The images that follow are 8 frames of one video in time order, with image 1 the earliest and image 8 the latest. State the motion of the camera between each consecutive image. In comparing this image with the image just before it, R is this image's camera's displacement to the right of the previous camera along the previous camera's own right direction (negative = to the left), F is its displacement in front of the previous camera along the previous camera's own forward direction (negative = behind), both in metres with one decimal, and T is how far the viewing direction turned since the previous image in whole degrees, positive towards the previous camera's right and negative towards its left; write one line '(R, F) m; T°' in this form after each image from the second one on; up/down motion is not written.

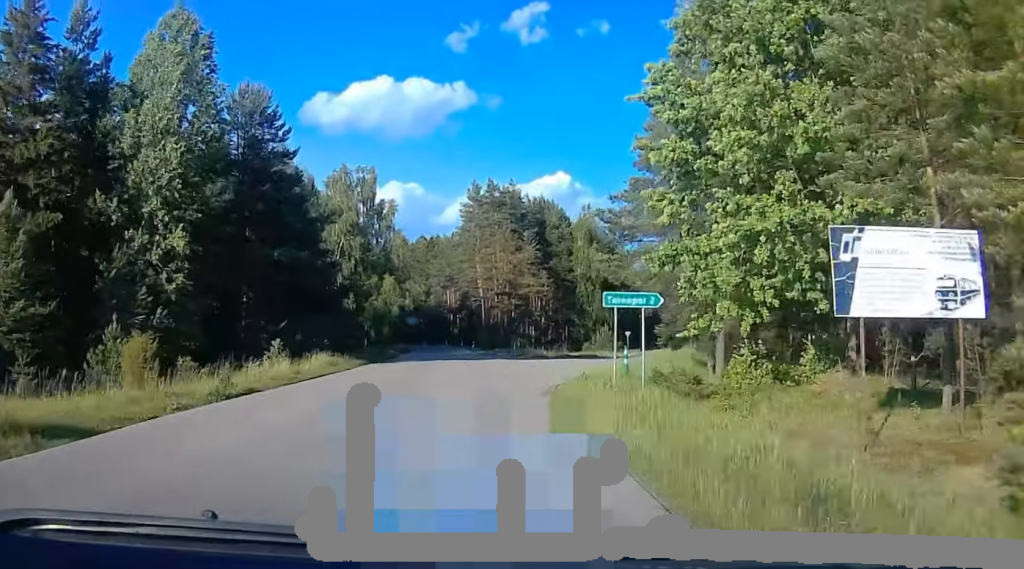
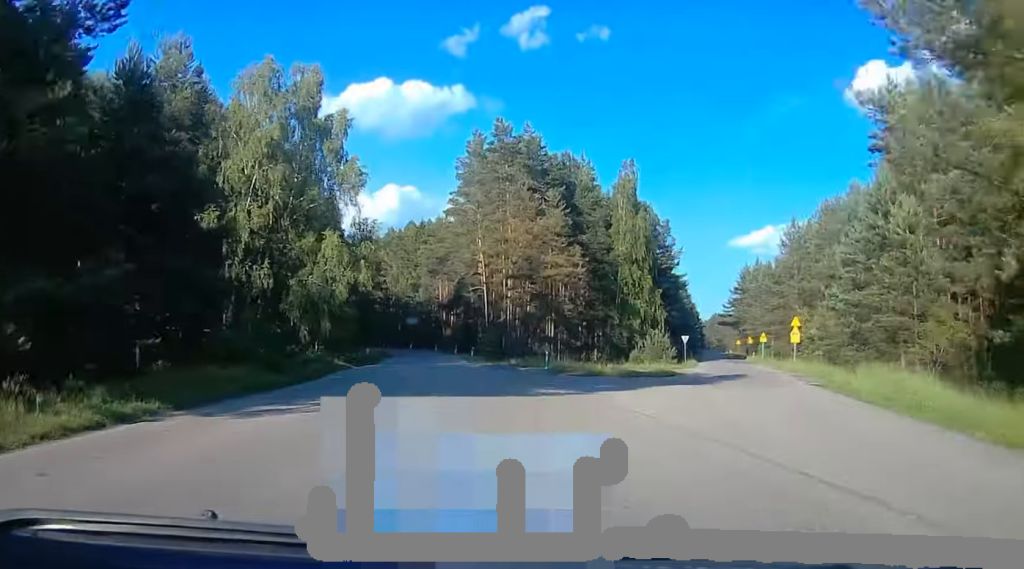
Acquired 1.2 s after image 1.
(0.0, +29.0) m; 0°
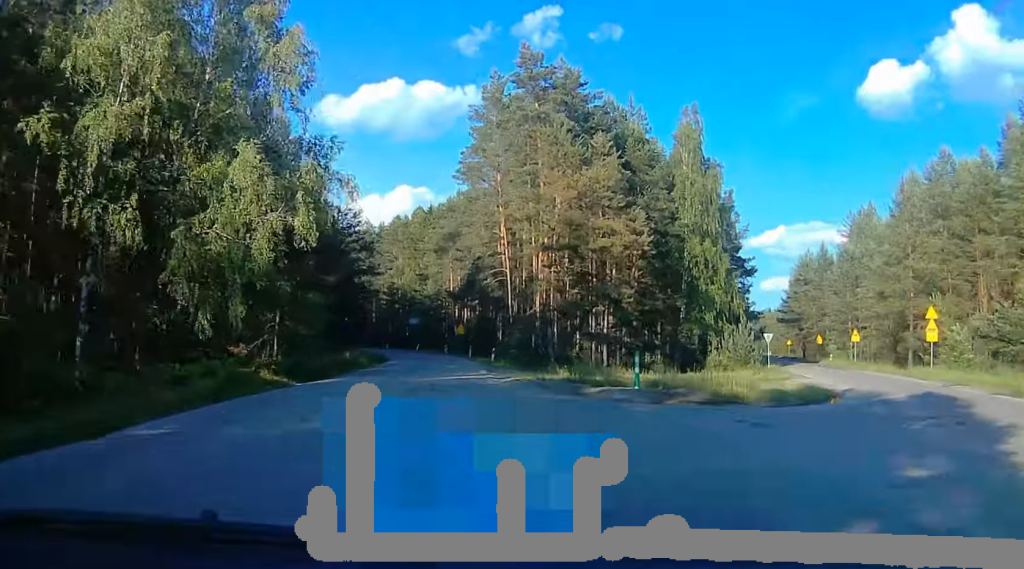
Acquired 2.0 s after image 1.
(0.0, +19.1) m; 0°
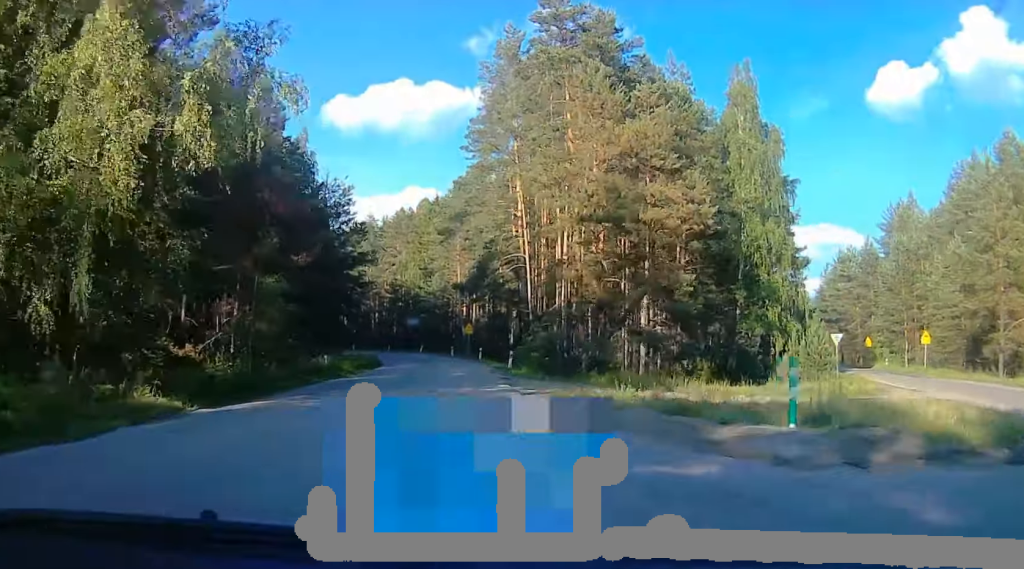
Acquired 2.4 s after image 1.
(0.0, +10.2) m; 0°
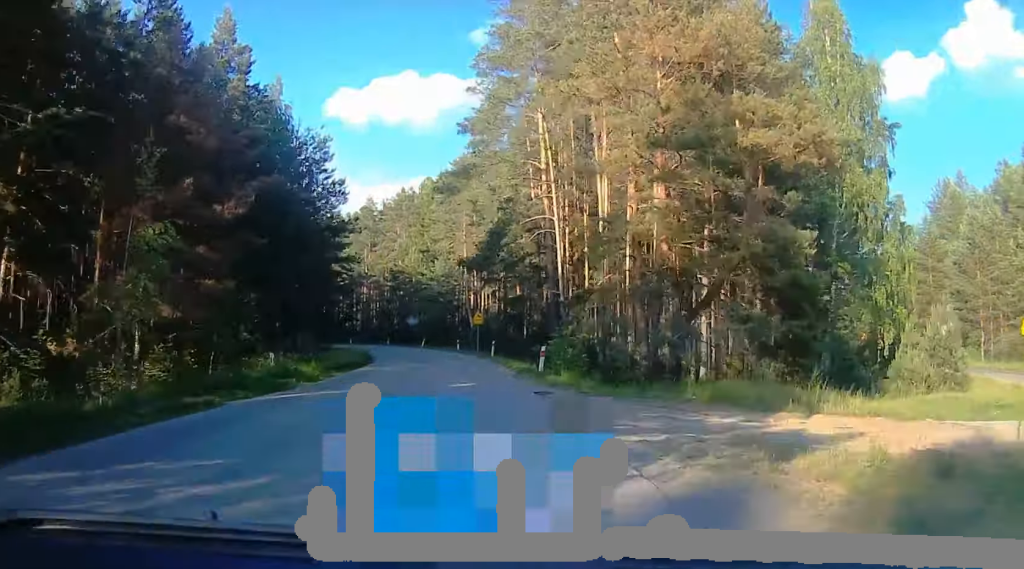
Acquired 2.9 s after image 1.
(+0.1, +11.8) m; 0°
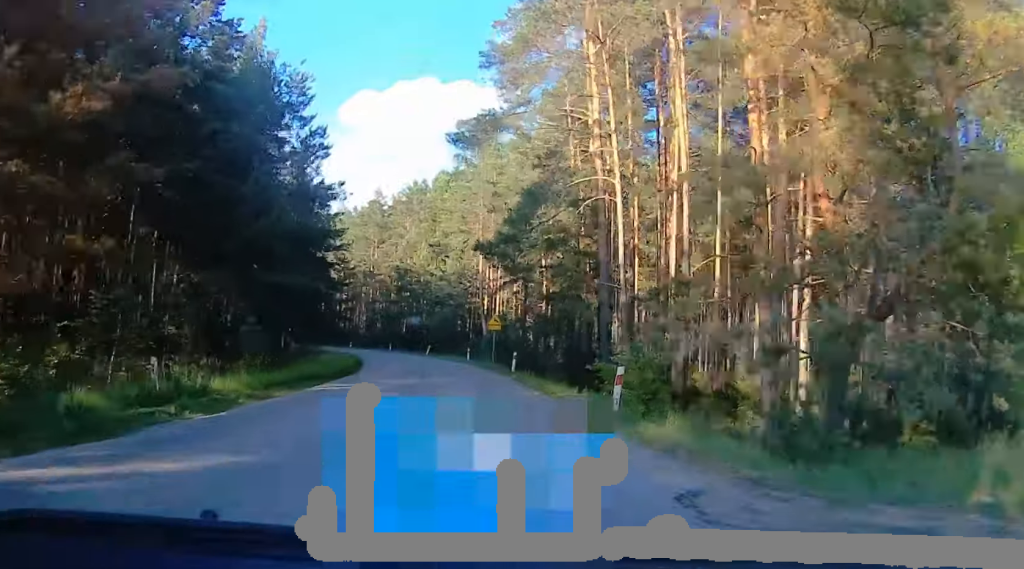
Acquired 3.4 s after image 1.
(-0.1, +10.9) m; 0°
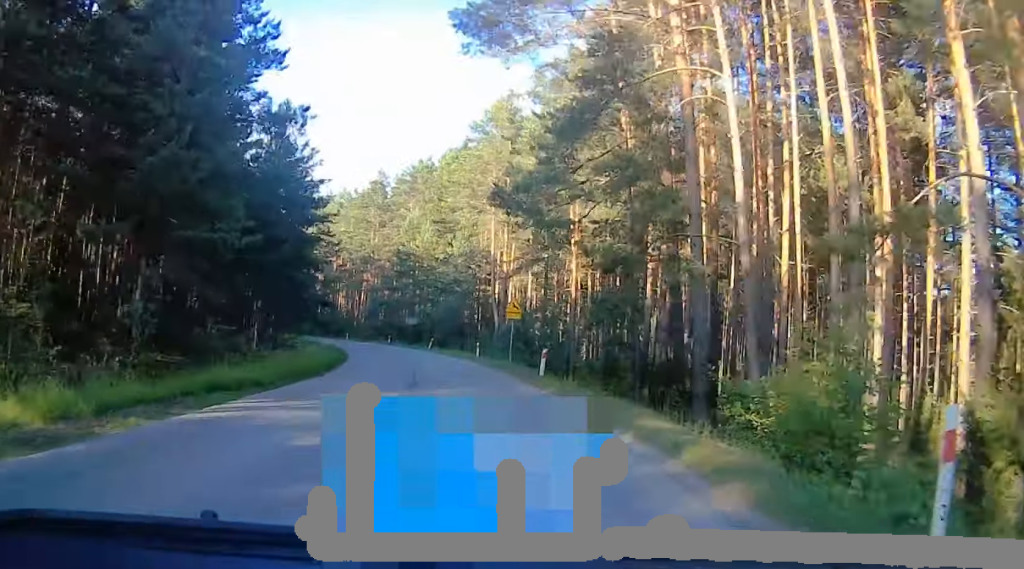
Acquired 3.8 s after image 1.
(-0.1, +10.1) m; 0°
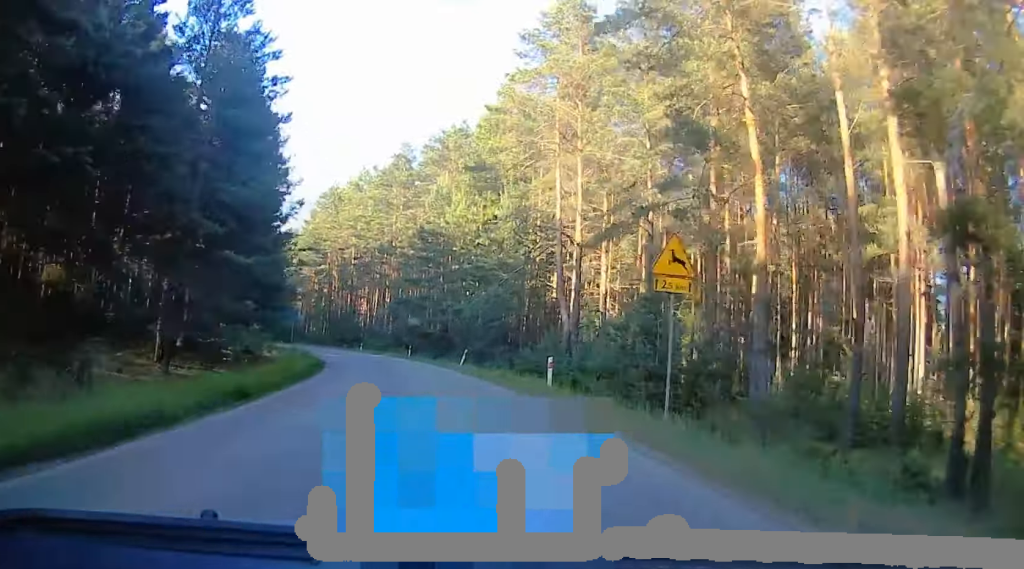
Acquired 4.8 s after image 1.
(-0.1, +22.3) m; 0°
